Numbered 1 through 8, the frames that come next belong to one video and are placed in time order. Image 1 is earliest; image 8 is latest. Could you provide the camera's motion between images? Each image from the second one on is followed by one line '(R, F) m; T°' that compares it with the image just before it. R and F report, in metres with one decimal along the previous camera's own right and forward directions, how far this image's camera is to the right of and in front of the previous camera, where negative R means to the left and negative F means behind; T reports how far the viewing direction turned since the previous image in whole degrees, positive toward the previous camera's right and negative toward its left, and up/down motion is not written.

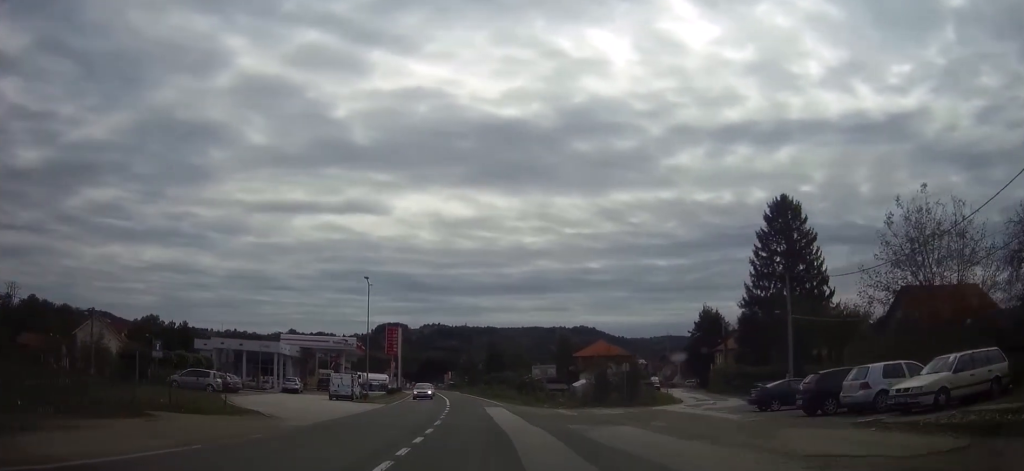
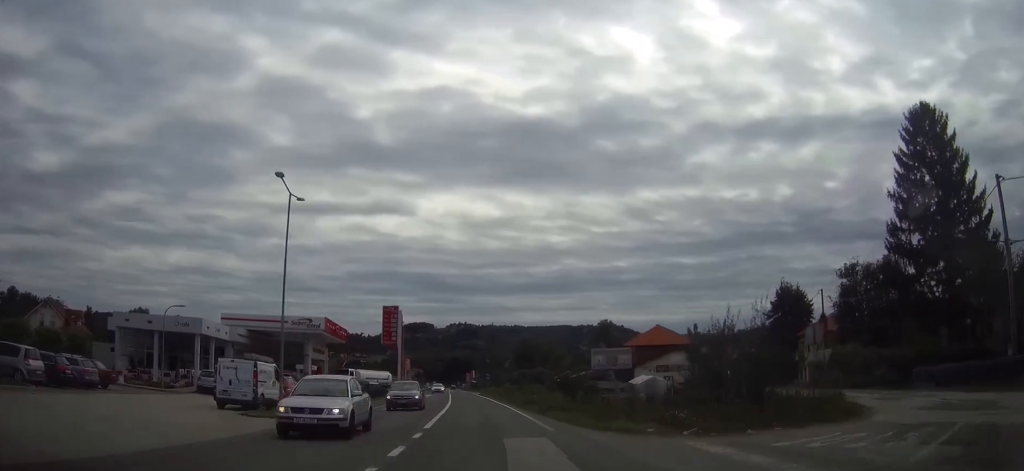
(-0.4, +24.4) m; -2°
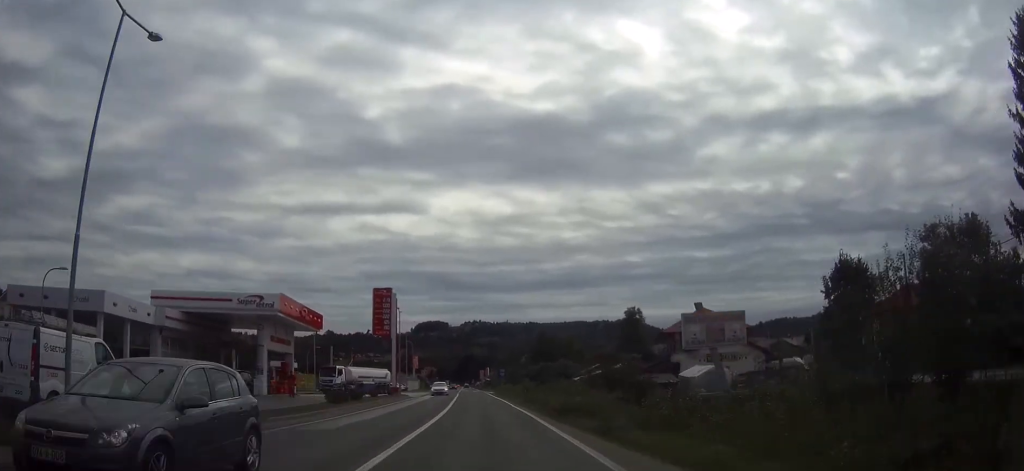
(-0.2, +15.0) m; -1°
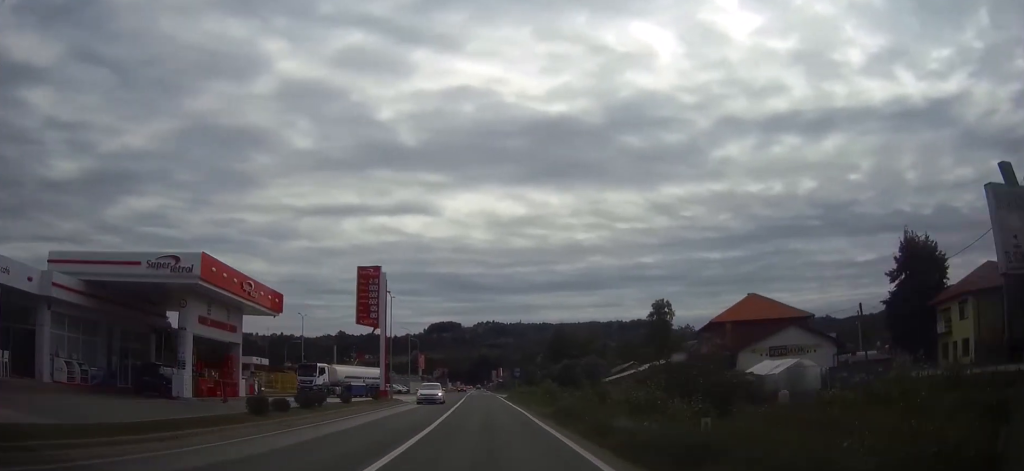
(-0.1, +12.1) m; -1°
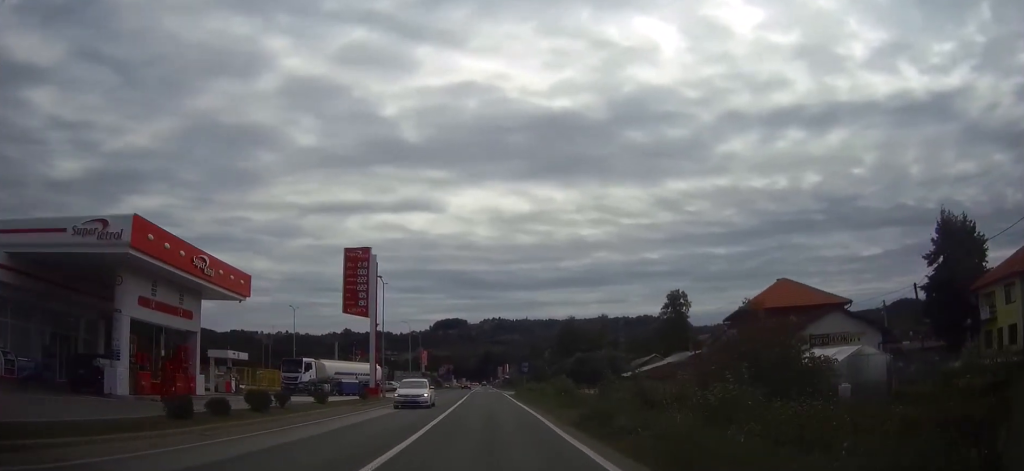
(0.0, +6.9) m; -1°
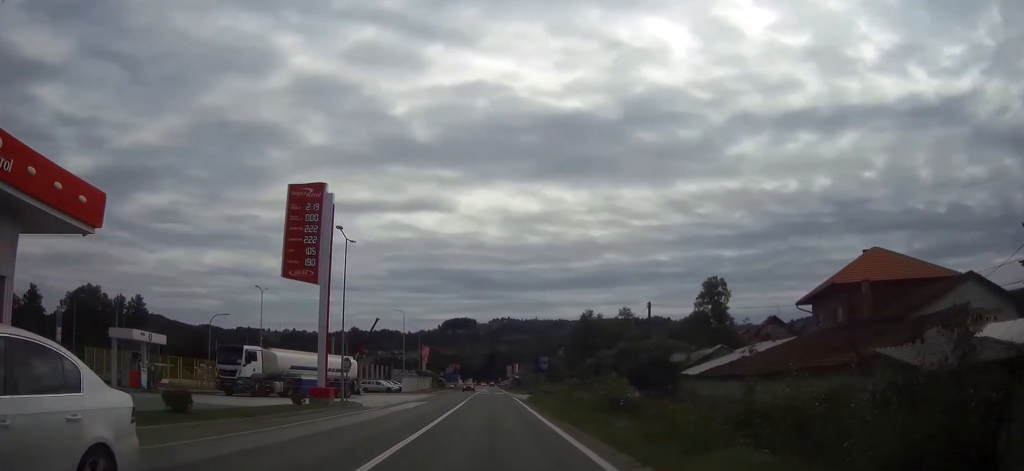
(-0.2, +14.9) m; -1°
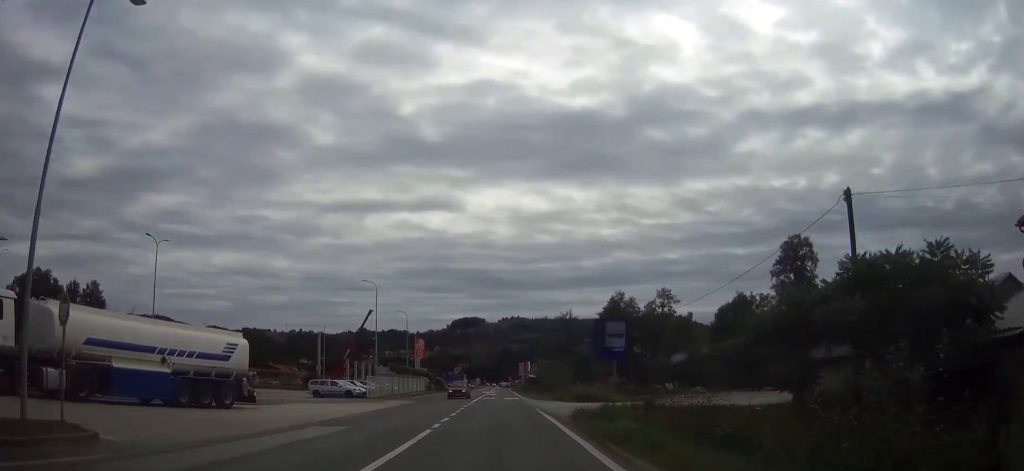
(-0.1, +25.4) m; -1°
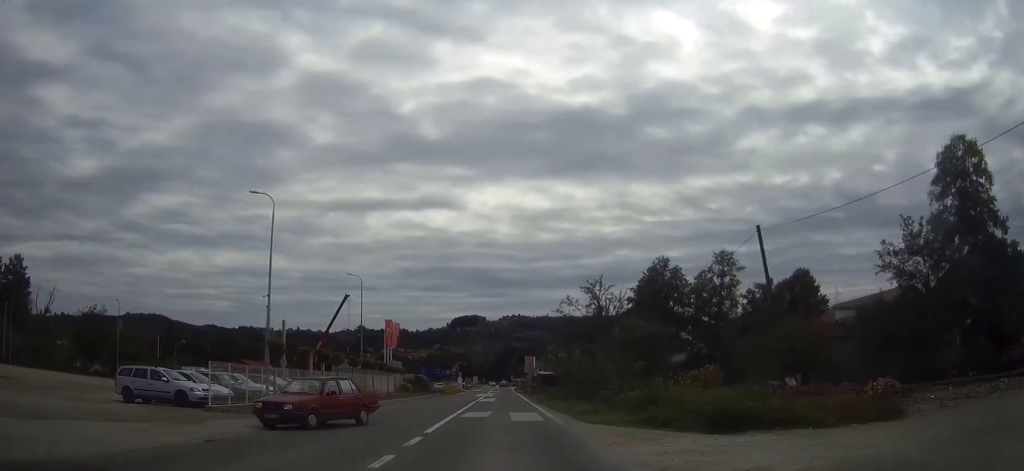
(-0.2, +29.6) m; -1°
